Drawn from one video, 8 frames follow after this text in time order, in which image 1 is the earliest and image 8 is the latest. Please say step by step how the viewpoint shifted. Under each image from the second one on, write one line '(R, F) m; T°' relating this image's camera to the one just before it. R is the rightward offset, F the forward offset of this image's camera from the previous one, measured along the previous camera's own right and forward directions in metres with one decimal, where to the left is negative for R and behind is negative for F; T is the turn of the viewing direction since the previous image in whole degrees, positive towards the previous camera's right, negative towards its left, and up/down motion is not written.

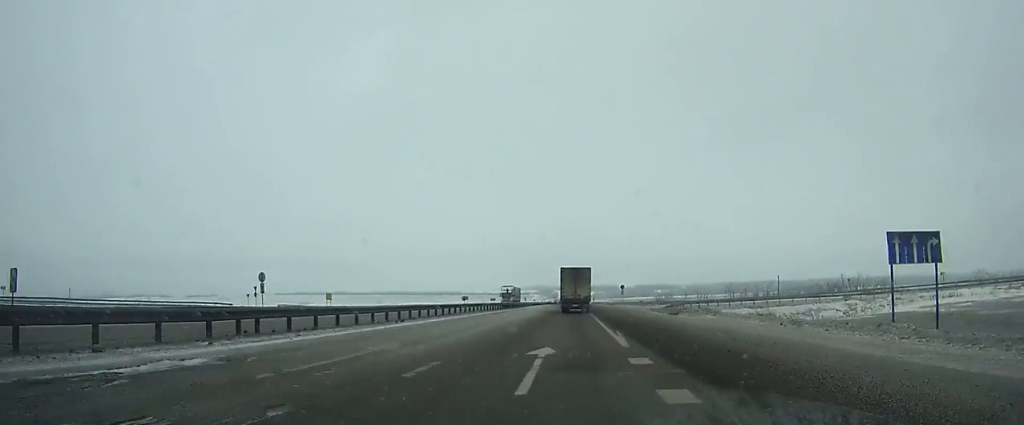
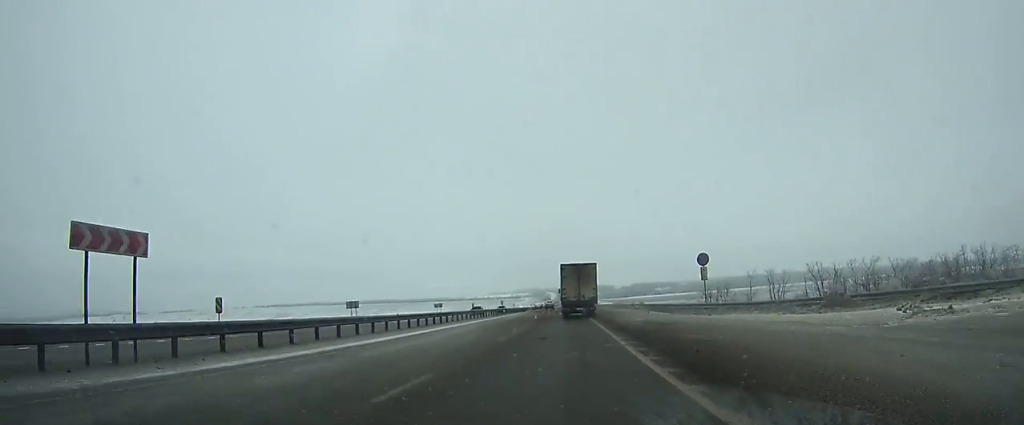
(+0.3, +72.0) m; +1°
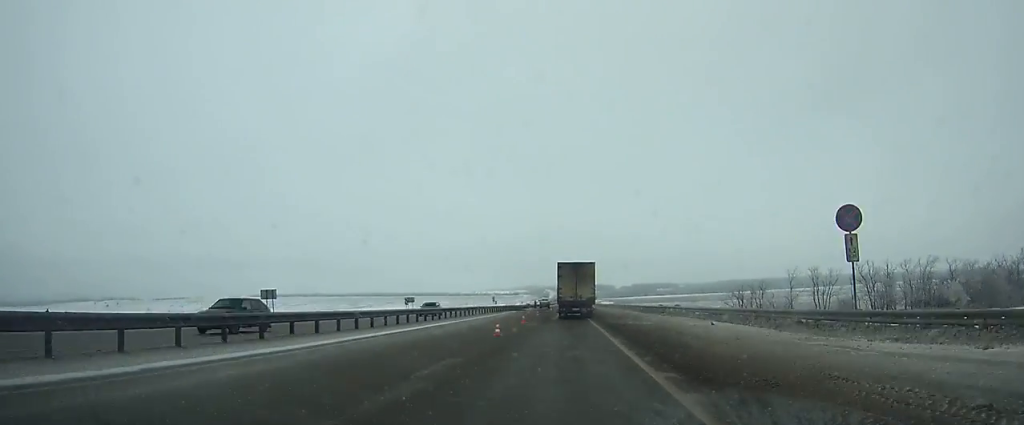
(0.0, +21.7) m; 0°
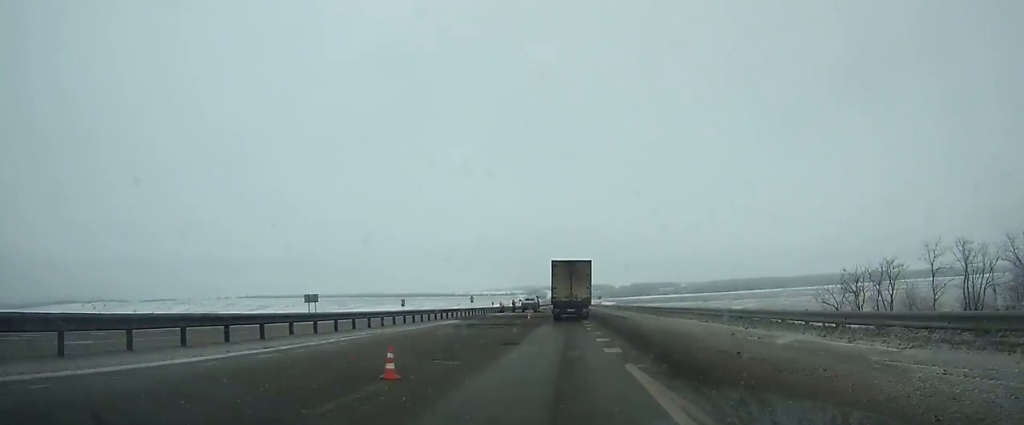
(+0.4, +40.8) m; 0°
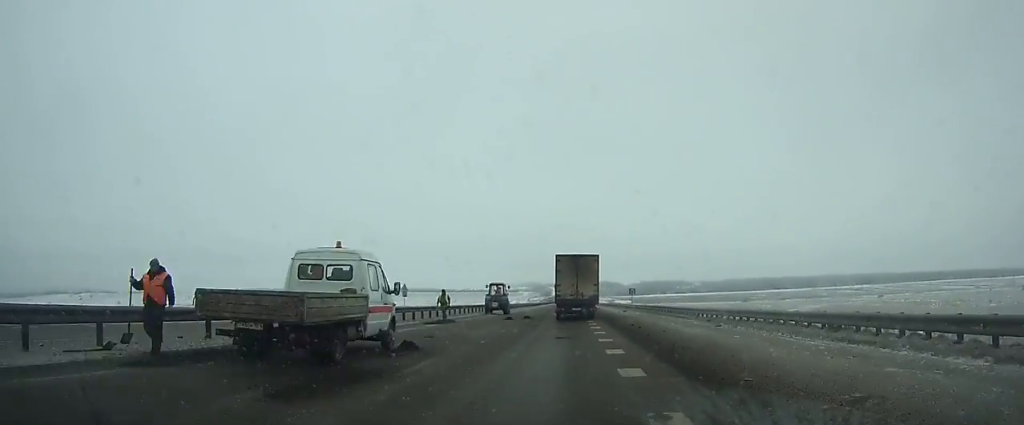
(-0.9, +75.6) m; -2°
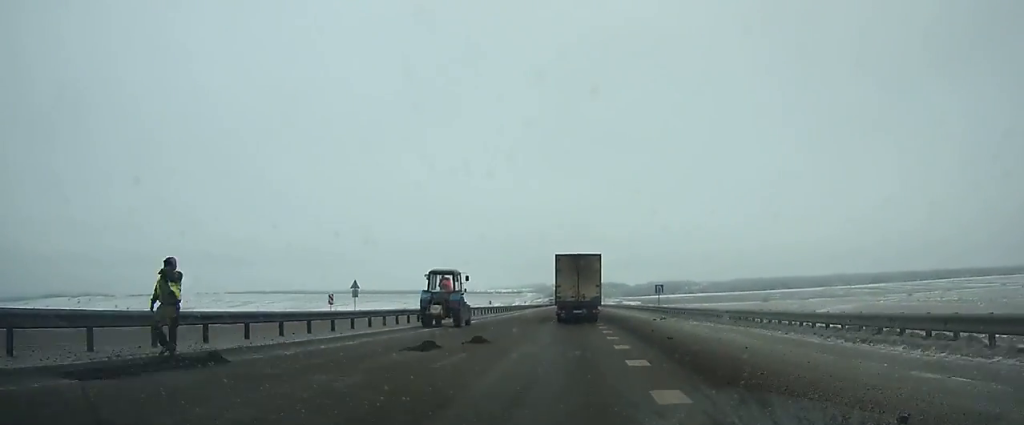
(-0.1, +24.8) m; -1°
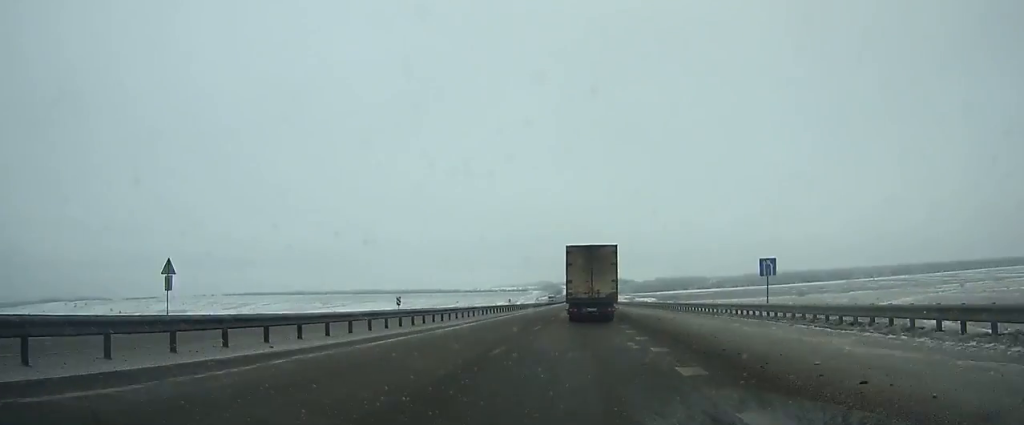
(-0.3, +37.2) m; 0°
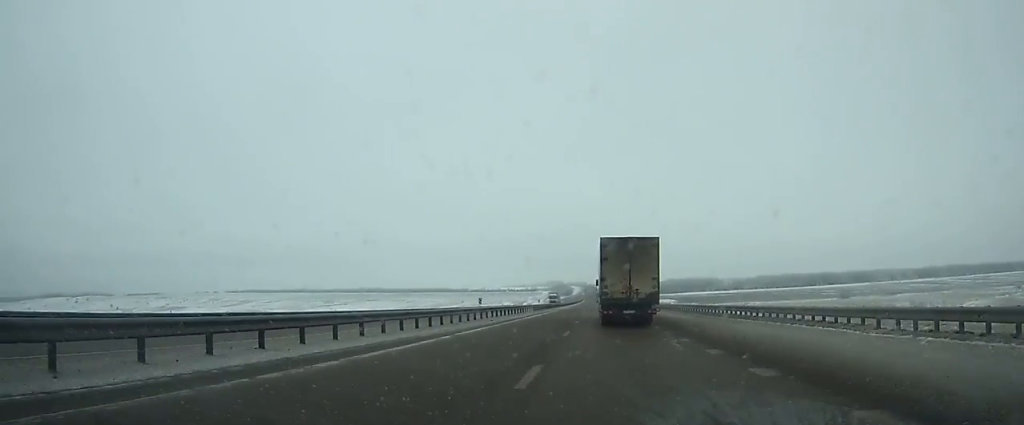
(-0.3, +30.0) m; 0°
